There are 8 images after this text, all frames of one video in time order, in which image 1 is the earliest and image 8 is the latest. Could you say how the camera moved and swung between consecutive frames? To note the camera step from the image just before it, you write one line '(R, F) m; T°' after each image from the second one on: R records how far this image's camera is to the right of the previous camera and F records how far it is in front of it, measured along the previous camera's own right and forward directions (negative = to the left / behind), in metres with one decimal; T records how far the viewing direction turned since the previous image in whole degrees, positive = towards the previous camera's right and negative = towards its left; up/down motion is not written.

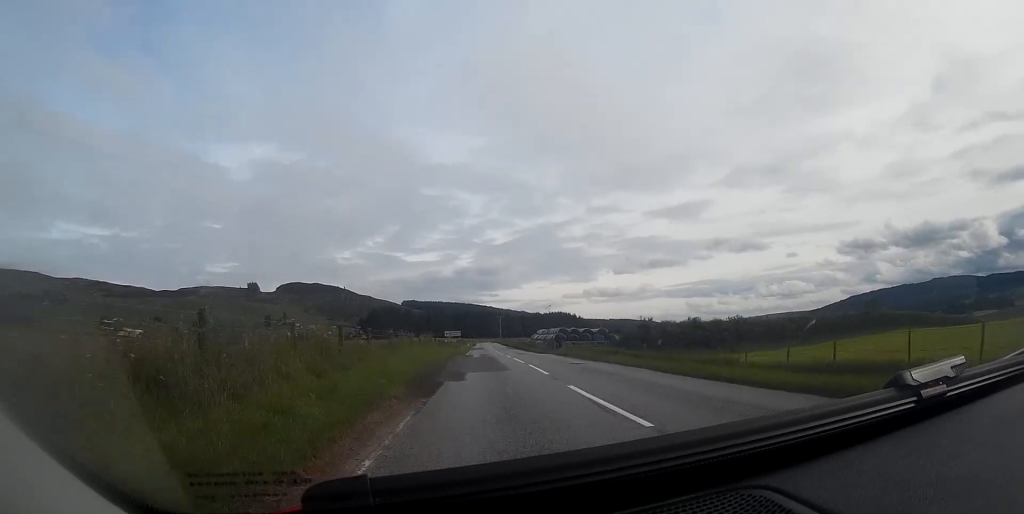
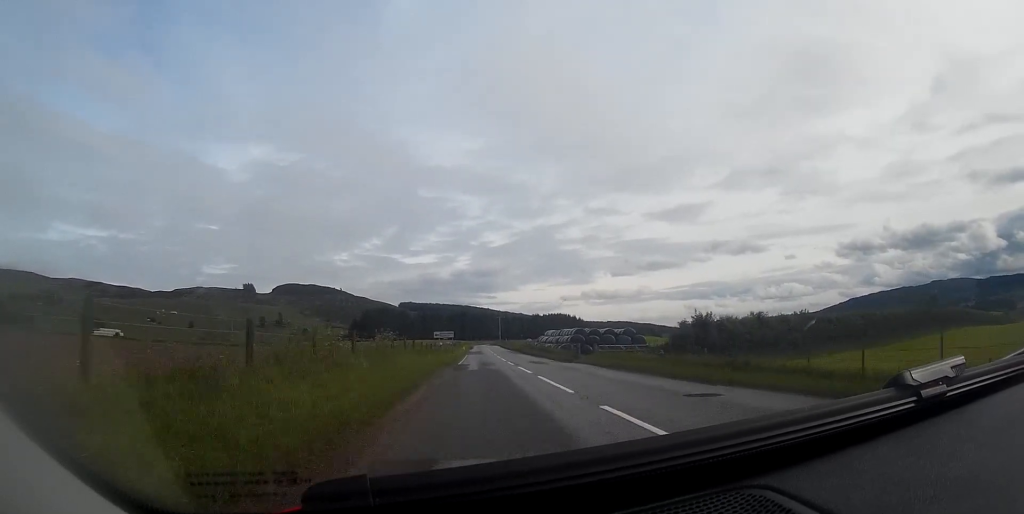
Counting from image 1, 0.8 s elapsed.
(0.0, +13.4) m; 0°
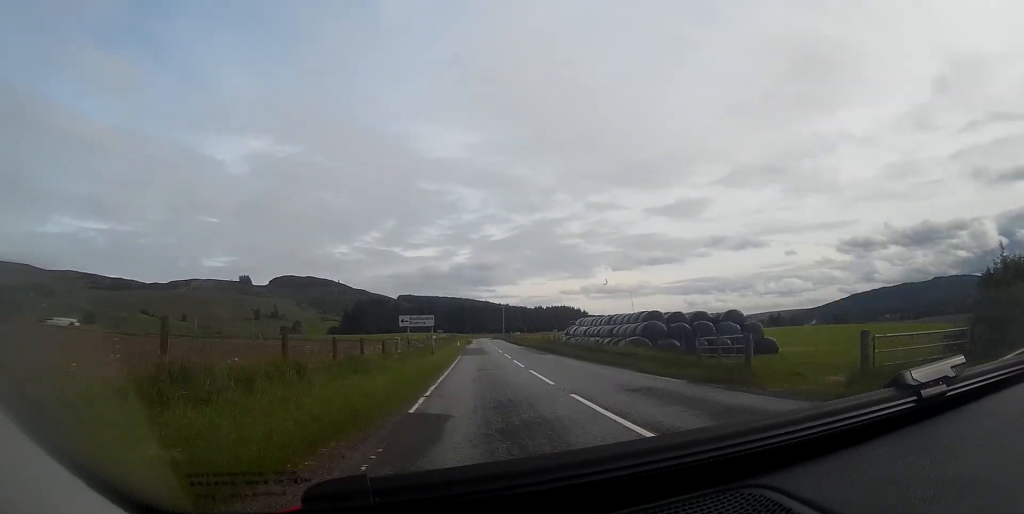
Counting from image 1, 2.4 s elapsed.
(+0.1, +24.5) m; +1°
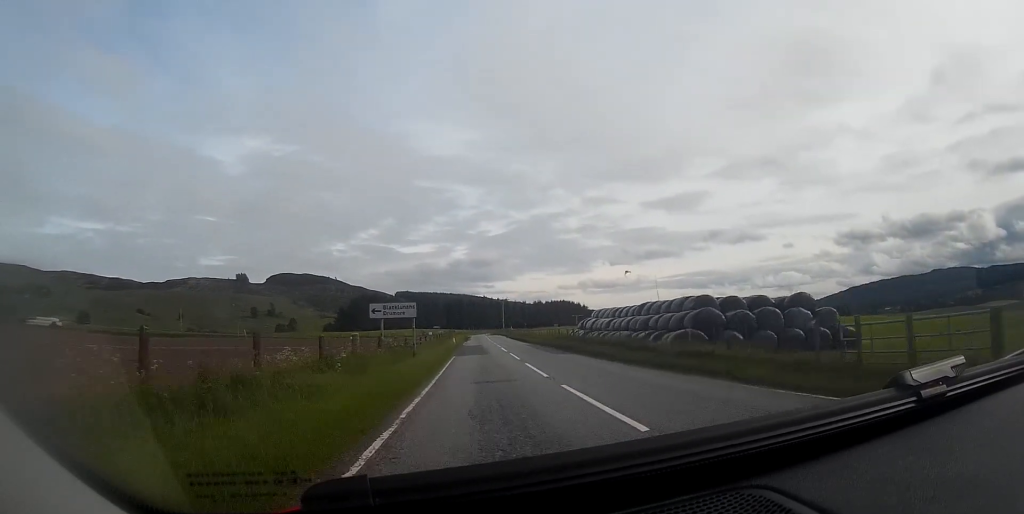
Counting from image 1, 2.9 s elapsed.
(0.0, +8.0) m; 0°
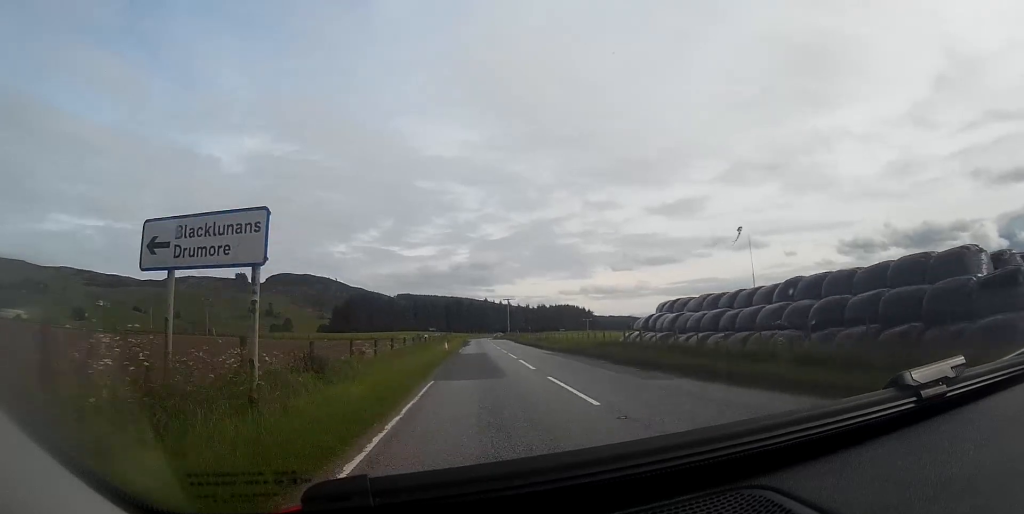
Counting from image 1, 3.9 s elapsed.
(0.0, +15.8) m; -1°
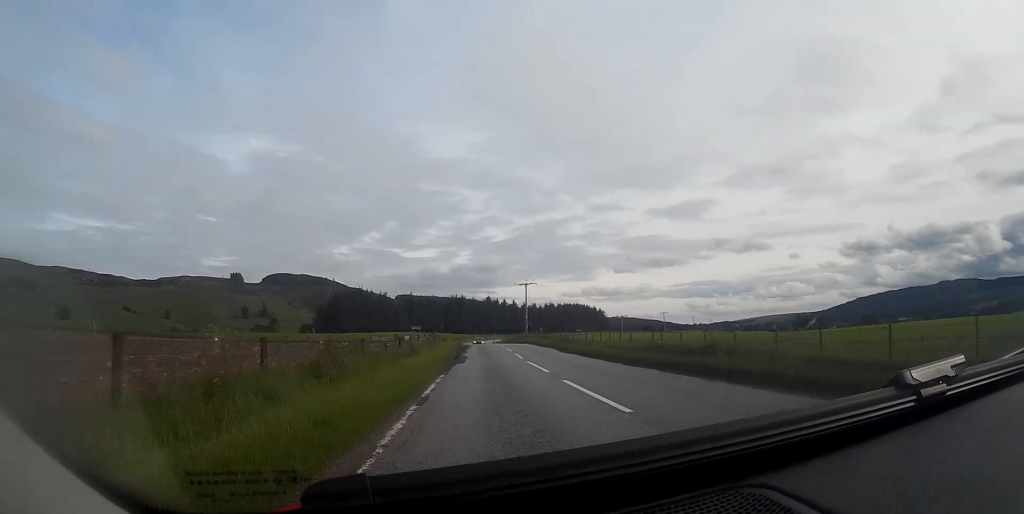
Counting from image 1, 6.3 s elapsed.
(-0.2, +37.5) m; 0°
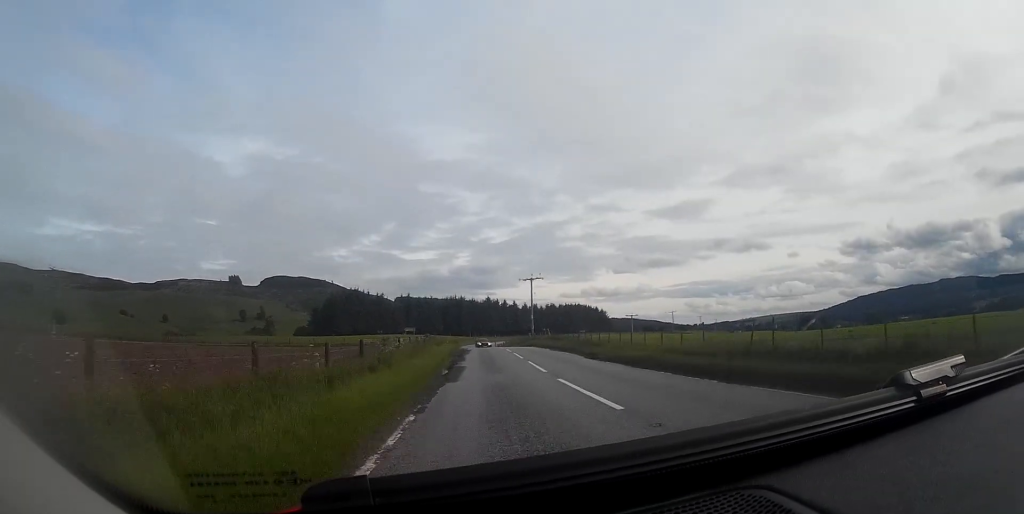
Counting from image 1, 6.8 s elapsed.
(+0.1, +8.3) m; 0°
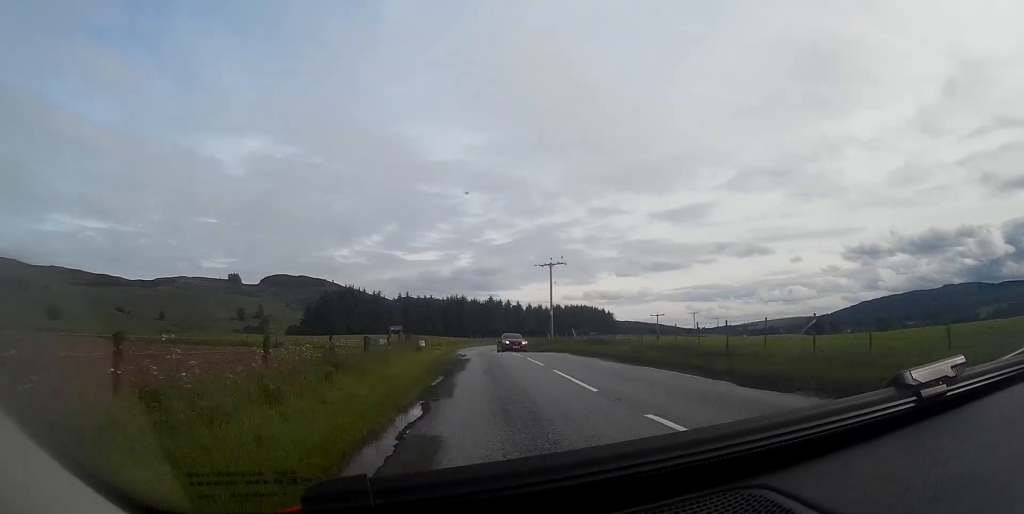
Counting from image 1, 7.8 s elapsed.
(-0.2, +15.9) m; -1°
